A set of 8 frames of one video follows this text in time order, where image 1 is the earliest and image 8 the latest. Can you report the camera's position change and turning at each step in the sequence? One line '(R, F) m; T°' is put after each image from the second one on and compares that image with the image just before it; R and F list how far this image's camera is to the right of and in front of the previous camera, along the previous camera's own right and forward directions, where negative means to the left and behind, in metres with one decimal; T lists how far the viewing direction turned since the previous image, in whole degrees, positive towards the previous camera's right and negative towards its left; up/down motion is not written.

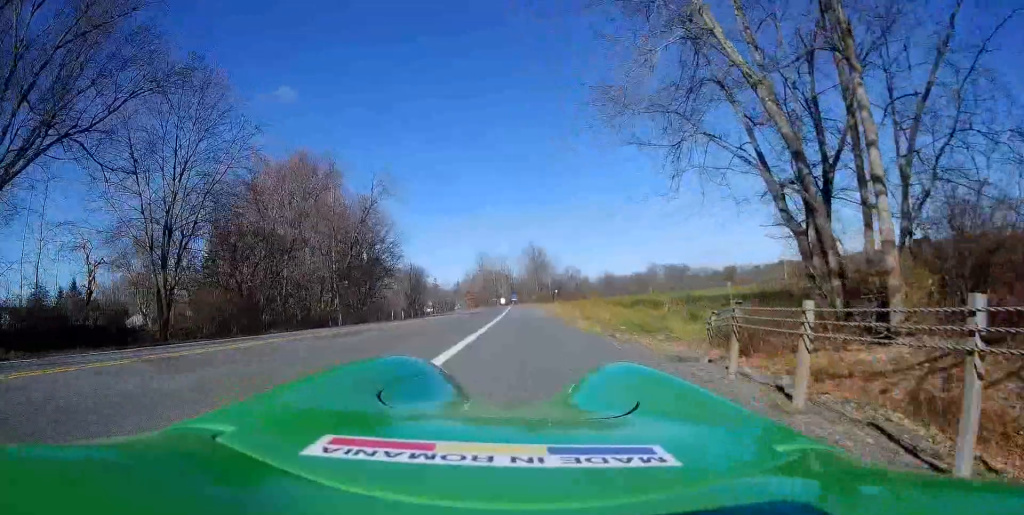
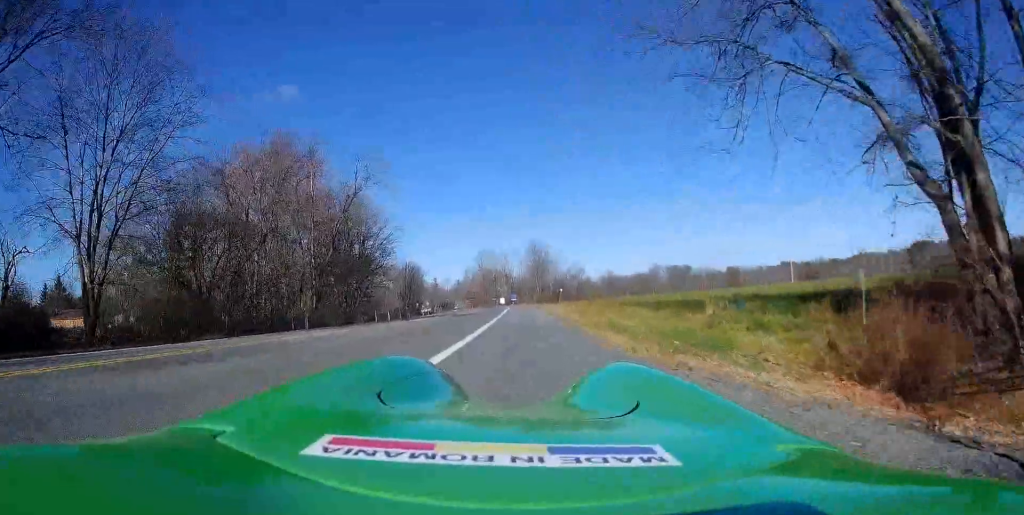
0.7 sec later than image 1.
(0.0, +5.9) m; 0°
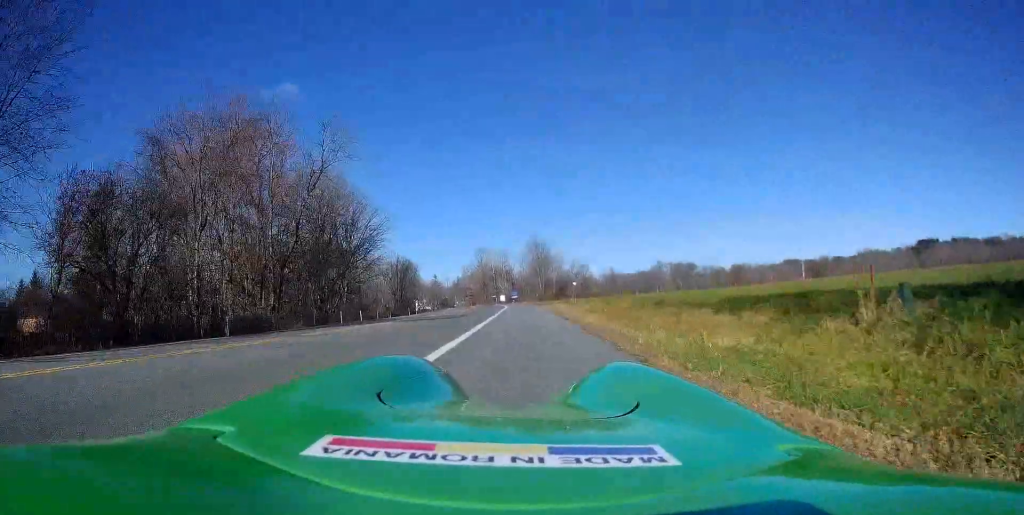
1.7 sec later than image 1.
(+0.1, +9.1) m; -3°
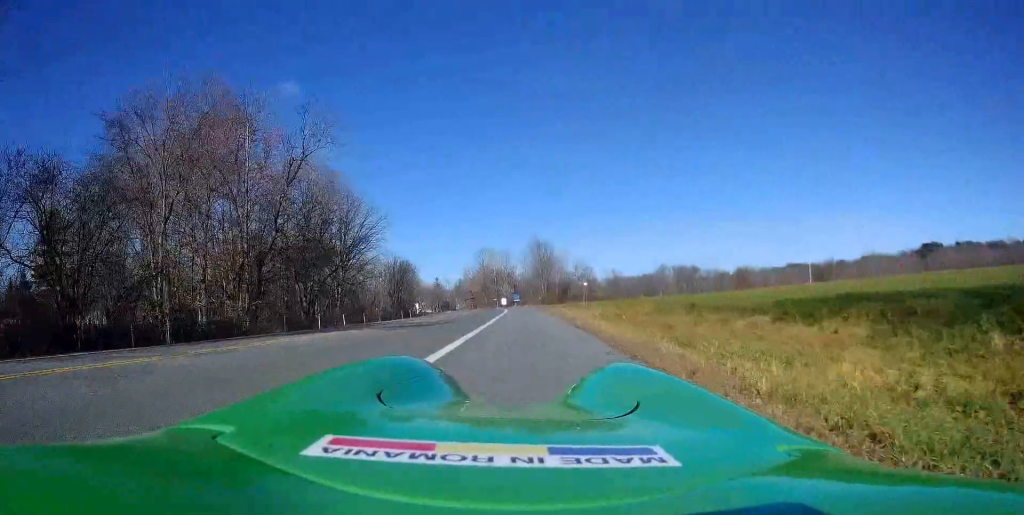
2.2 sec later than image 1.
(-0.4, +4.3) m; -2°
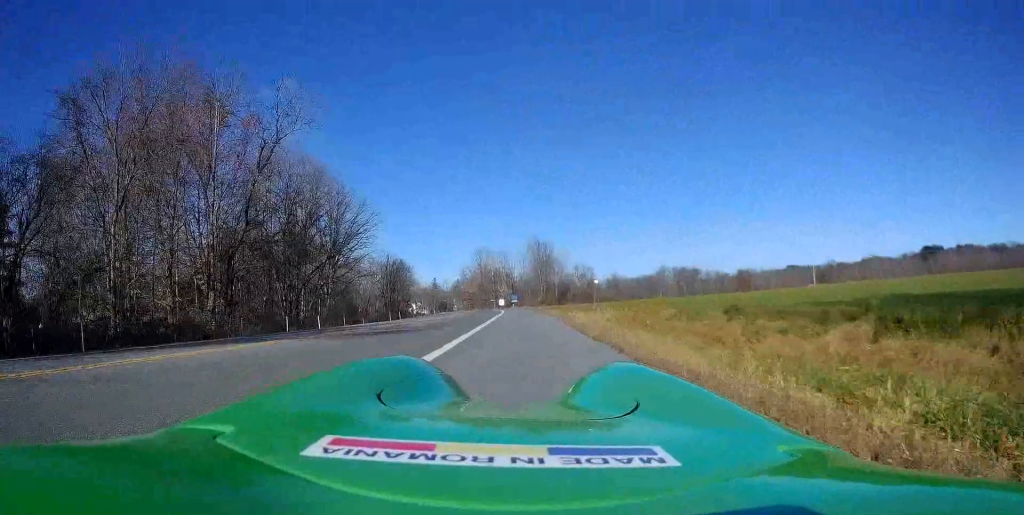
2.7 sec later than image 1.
(-0.1, +4.3) m; 0°
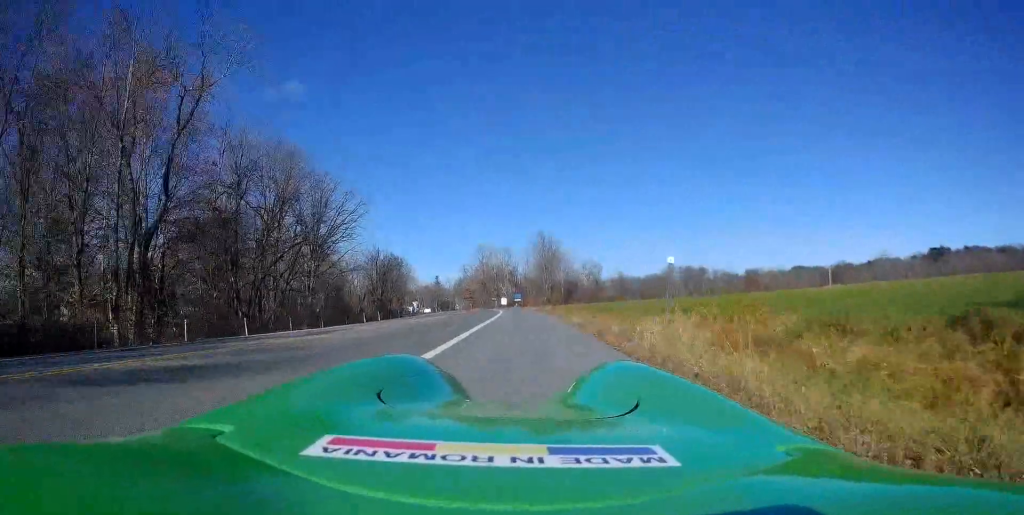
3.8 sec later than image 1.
(+0.4, +9.4) m; +2°
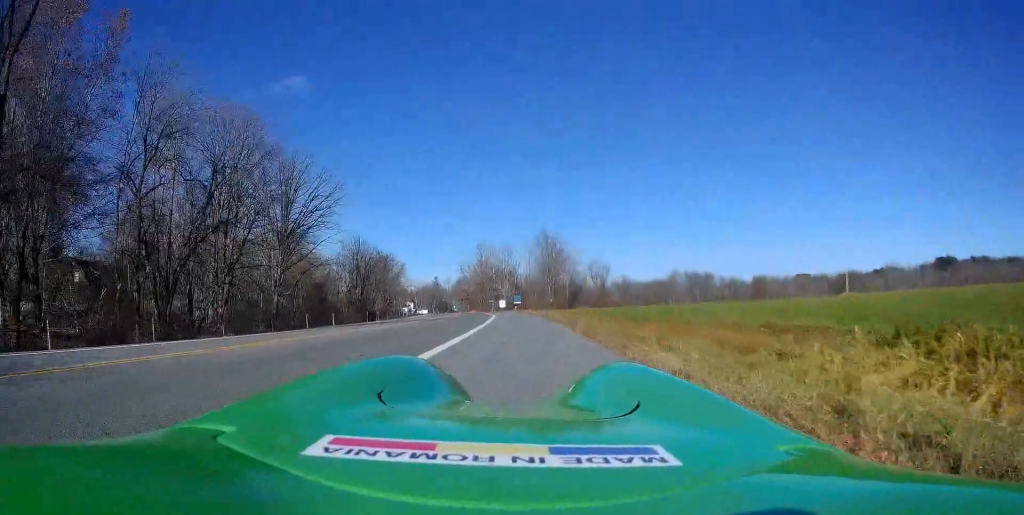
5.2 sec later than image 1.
(-0.4, +11.9) m; -2°
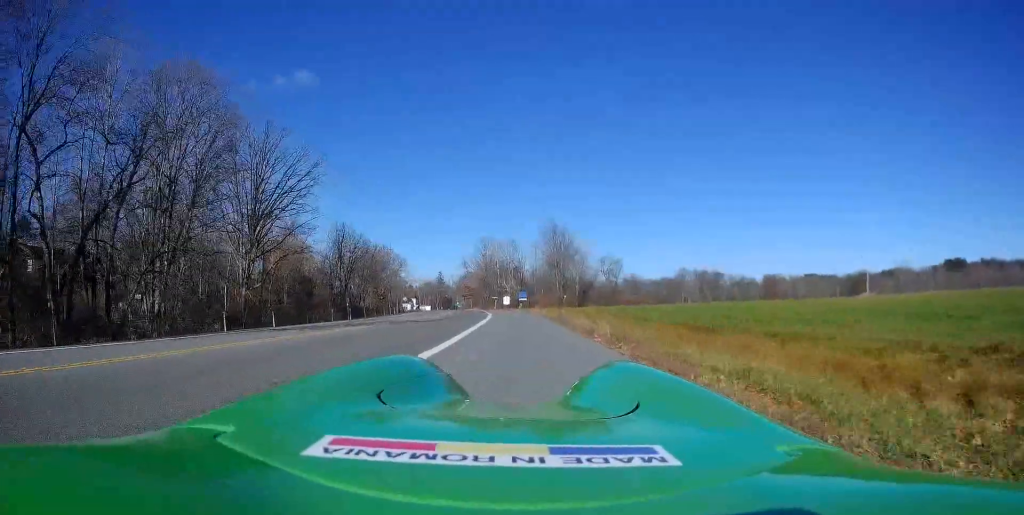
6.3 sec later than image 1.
(+0.2, +9.9) m; +3°
